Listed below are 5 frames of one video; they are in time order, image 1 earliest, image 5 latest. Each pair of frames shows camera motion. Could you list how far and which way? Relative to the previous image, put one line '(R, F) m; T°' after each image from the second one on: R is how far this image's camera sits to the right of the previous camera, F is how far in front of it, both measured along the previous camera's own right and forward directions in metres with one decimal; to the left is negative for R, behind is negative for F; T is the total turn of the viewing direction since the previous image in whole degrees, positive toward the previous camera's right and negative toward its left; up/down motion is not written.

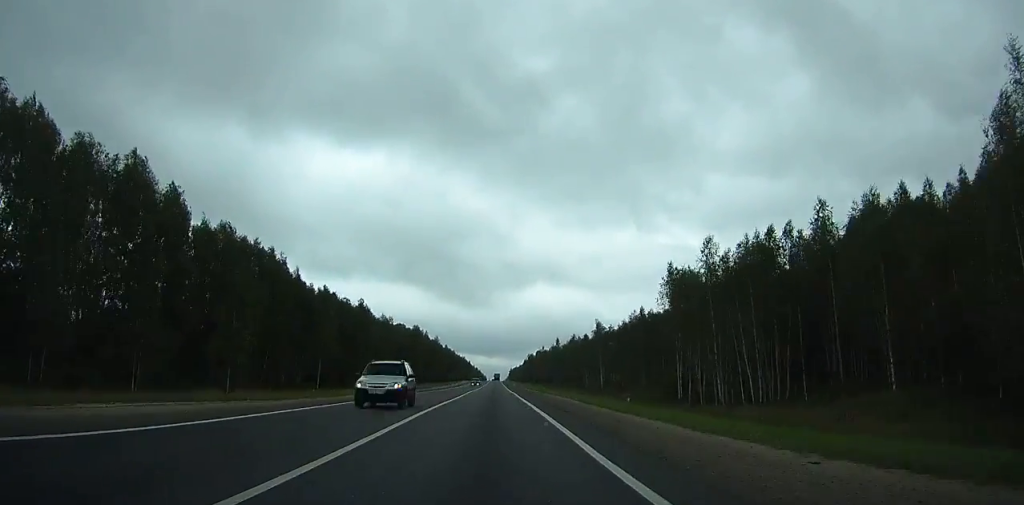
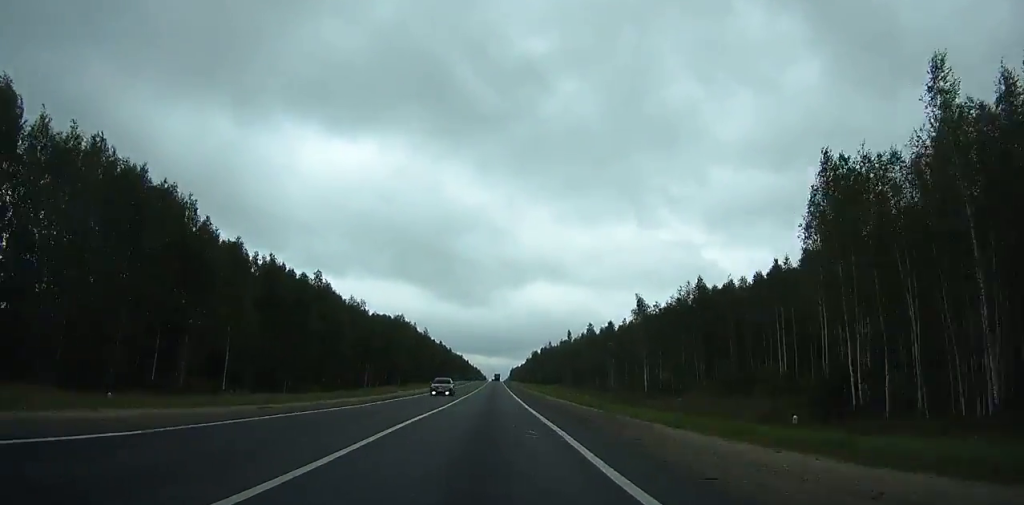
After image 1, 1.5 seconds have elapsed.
(0.0, +36.3) m; 0°
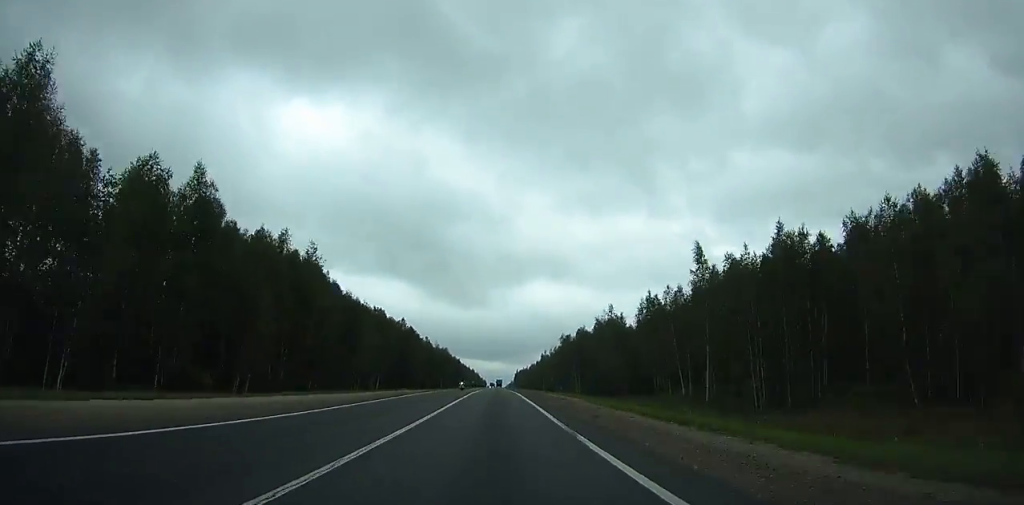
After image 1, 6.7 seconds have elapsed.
(+0.3, +126.9) m; 0°
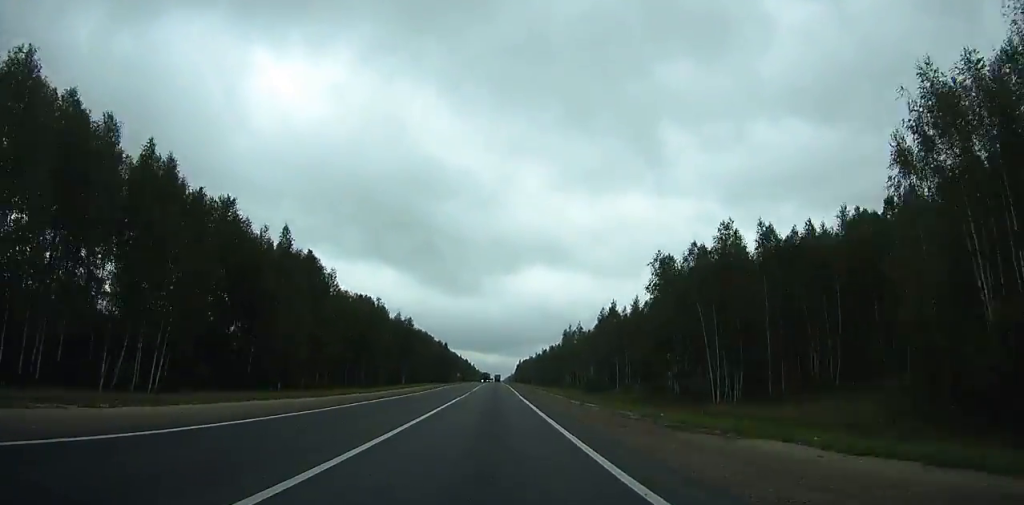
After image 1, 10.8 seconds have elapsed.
(-0.3, +102.3) m; 0°
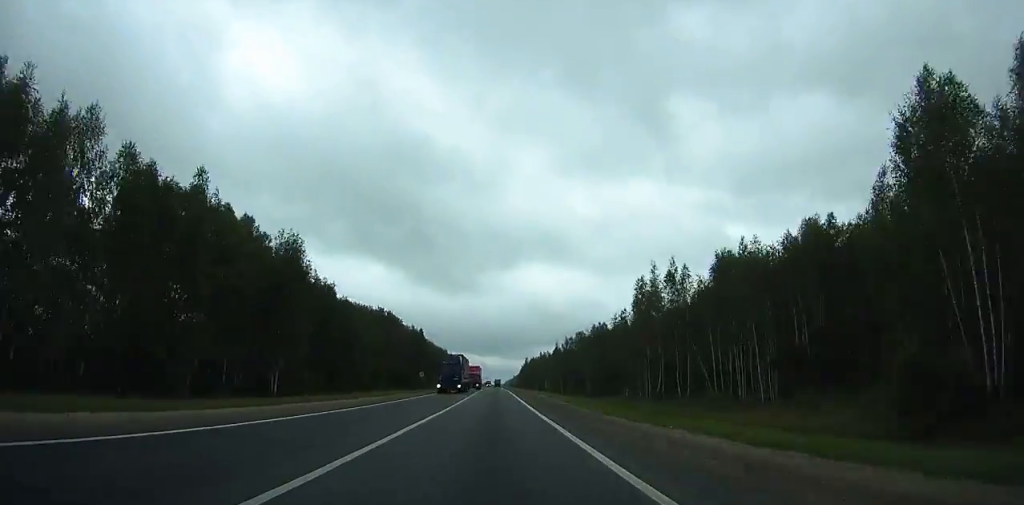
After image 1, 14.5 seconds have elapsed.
(+0.2, +94.2) m; 0°
